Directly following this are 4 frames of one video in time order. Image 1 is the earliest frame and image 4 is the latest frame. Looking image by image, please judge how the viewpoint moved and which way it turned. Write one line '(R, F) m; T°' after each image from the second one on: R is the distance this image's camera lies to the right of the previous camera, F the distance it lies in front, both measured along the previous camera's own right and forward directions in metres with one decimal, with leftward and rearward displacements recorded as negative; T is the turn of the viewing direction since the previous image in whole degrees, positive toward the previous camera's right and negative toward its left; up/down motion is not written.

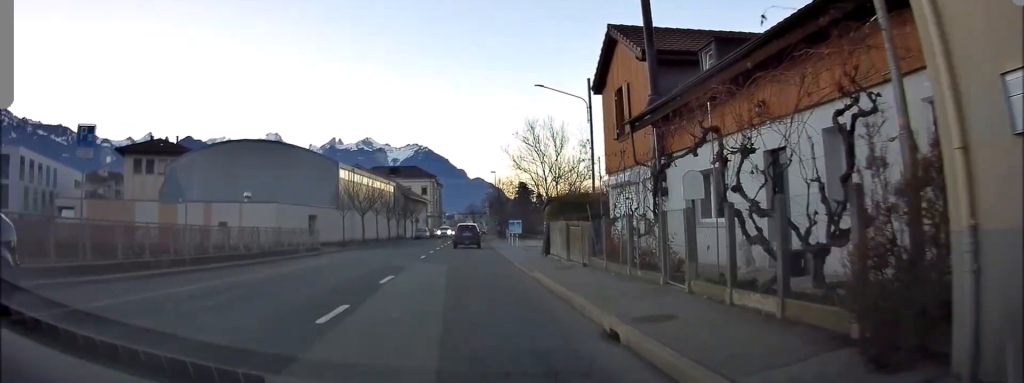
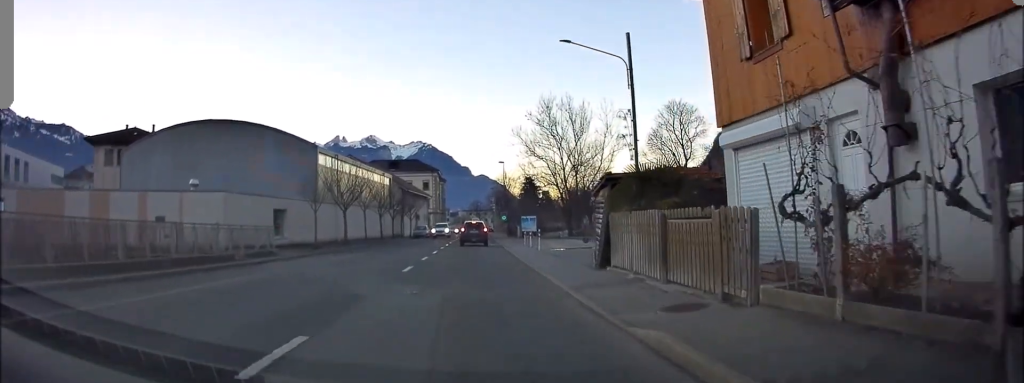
(0.0, +9.1) m; 0°
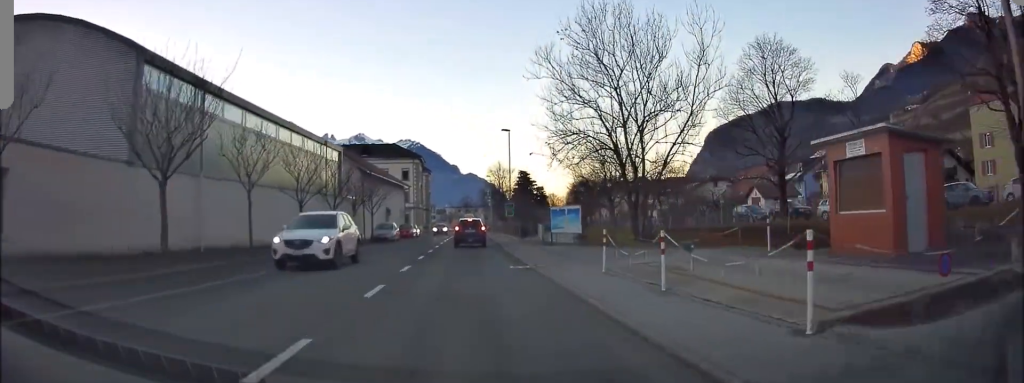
(+0.5, +24.7) m; +3°
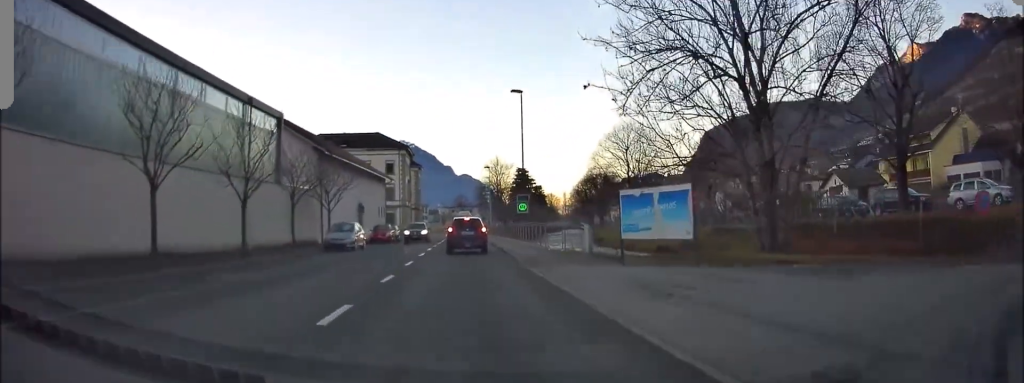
(+0.2, +16.1) m; 0°
